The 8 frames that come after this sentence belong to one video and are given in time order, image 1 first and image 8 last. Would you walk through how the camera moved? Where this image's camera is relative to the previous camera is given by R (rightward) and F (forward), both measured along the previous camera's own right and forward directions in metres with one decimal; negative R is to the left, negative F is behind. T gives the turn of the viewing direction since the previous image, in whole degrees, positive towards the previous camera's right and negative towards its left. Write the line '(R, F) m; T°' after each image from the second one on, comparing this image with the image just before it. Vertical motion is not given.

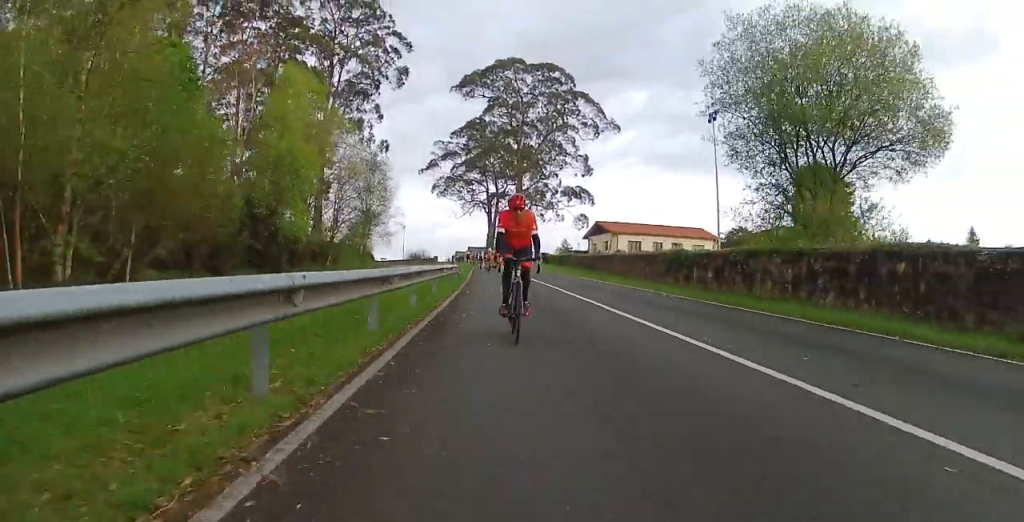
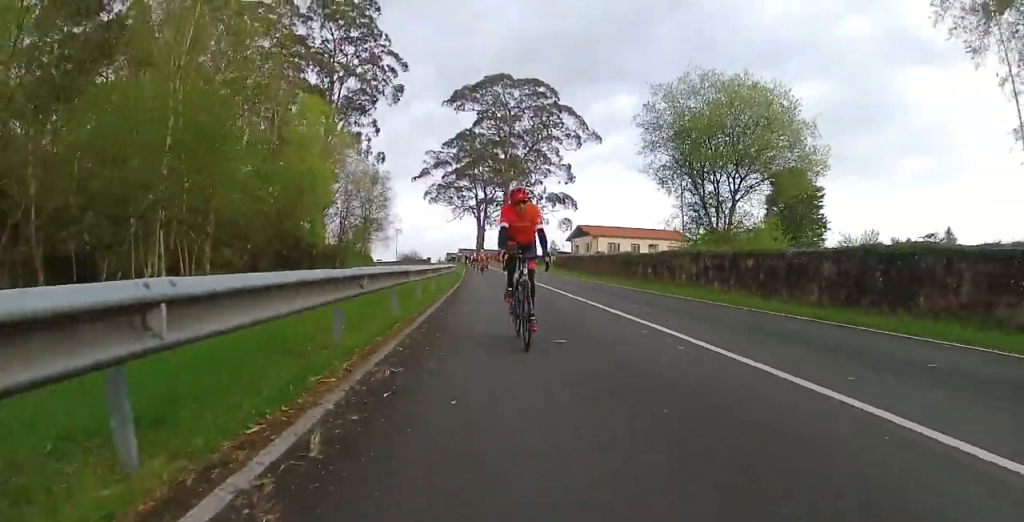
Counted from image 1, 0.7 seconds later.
(0.0, +7.3) m; 0°
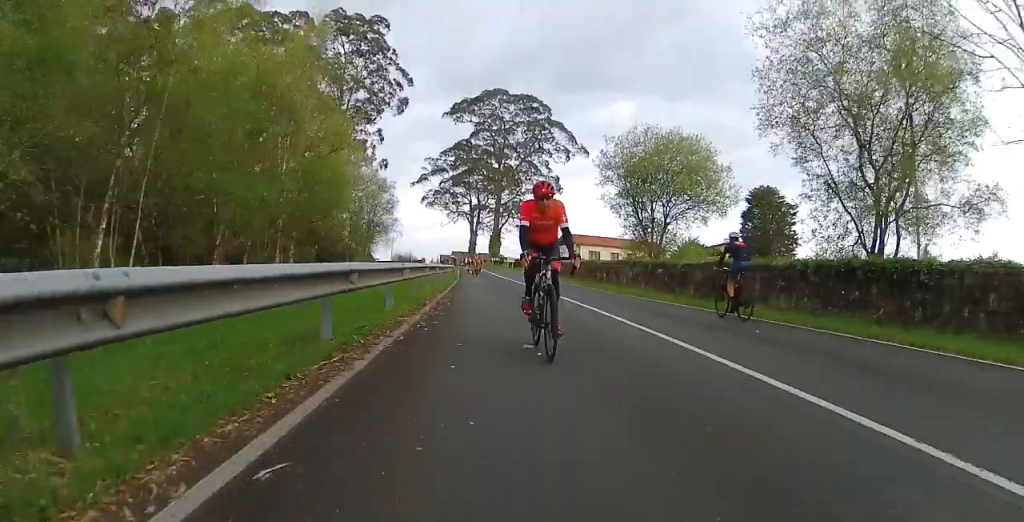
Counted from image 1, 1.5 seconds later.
(0.0, +8.8) m; 0°
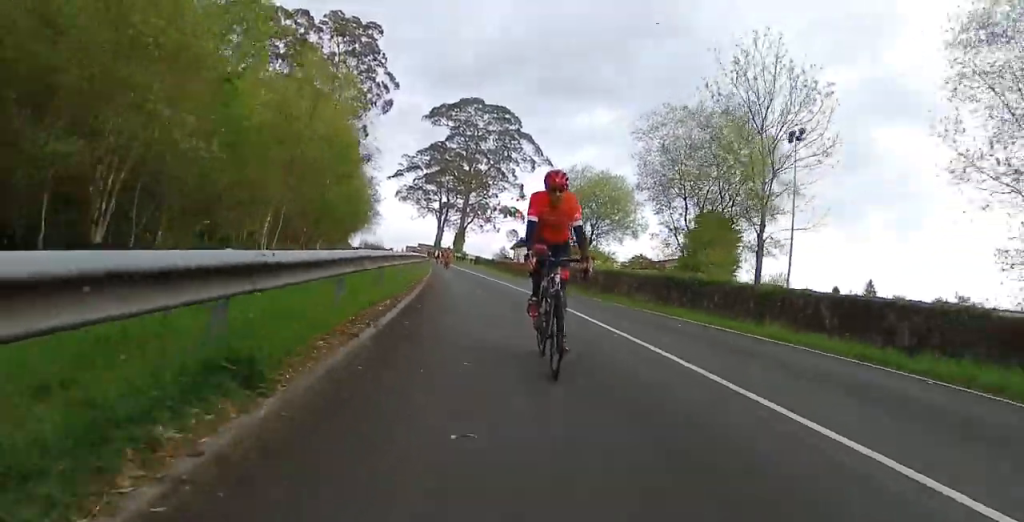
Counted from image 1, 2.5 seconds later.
(0.0, +11.3) m; +3°
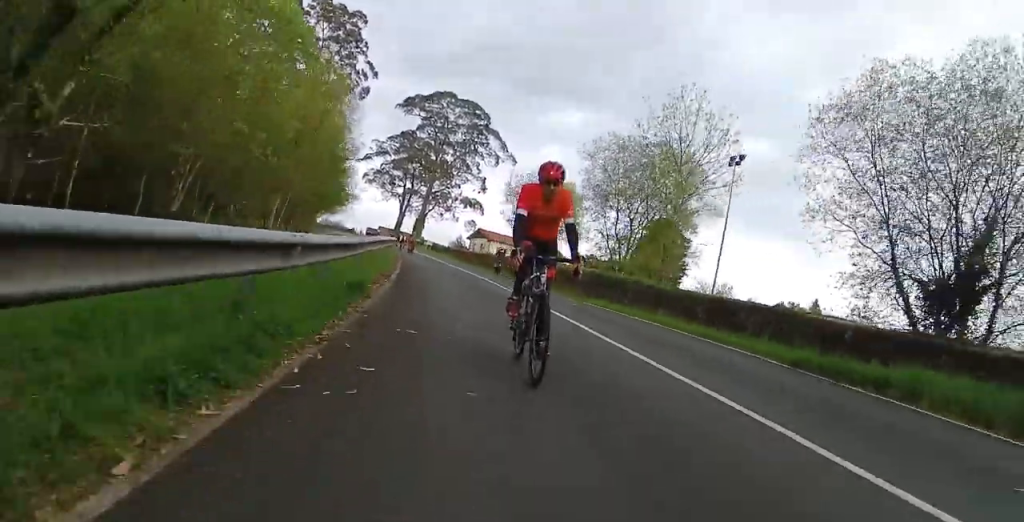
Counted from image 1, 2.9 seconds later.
(+0.2, +5.2) m; +9°
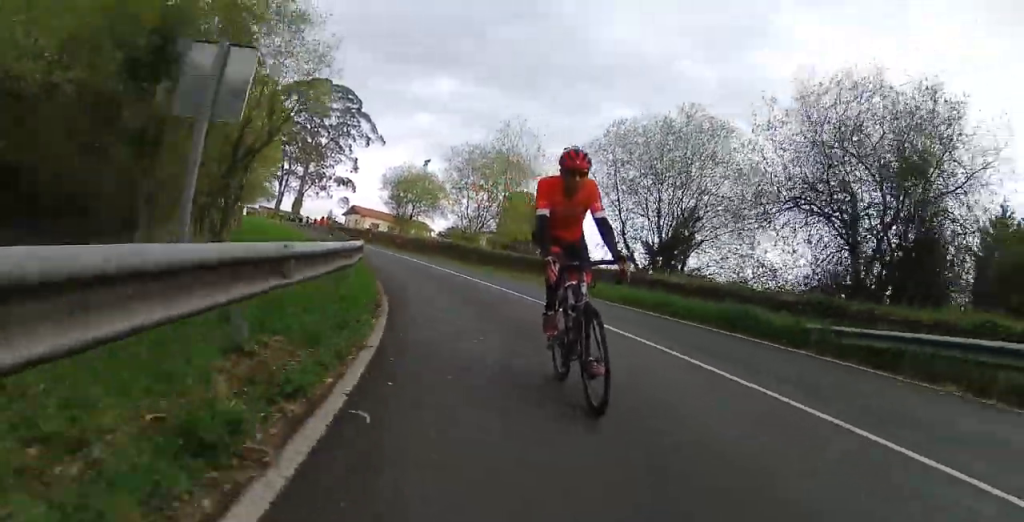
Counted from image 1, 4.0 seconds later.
(+2.2, +11.8) m; +19°
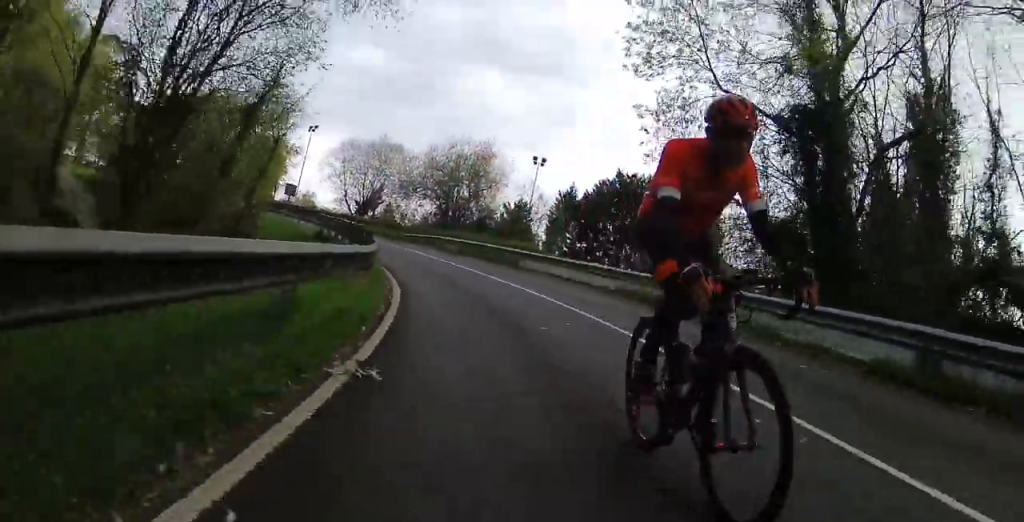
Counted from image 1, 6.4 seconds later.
(+3.3, +28.7) m; -6°
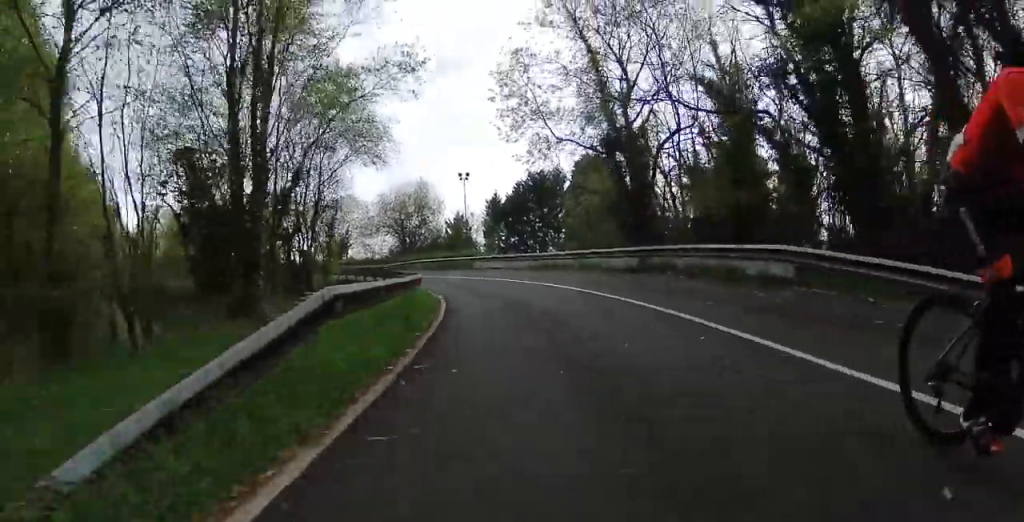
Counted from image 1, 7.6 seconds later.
(-3.5, +12.9) m; -19°
